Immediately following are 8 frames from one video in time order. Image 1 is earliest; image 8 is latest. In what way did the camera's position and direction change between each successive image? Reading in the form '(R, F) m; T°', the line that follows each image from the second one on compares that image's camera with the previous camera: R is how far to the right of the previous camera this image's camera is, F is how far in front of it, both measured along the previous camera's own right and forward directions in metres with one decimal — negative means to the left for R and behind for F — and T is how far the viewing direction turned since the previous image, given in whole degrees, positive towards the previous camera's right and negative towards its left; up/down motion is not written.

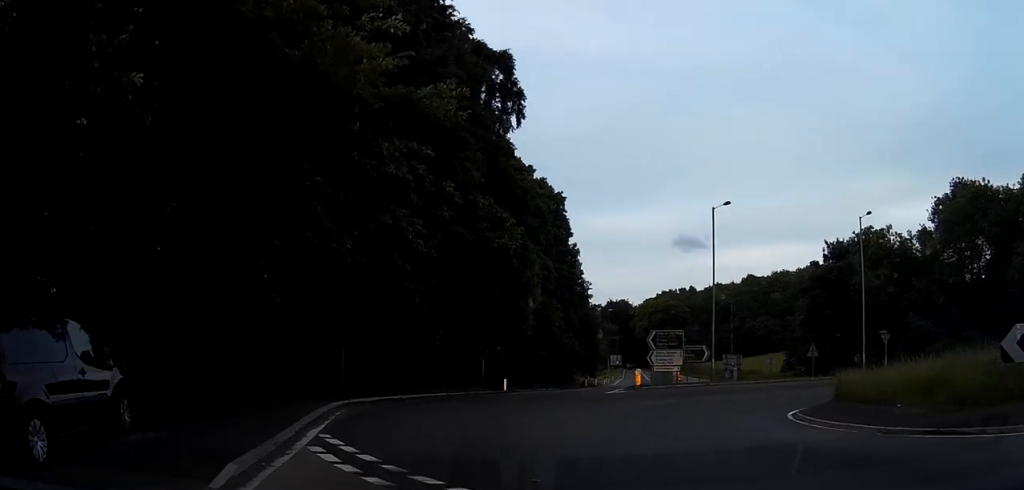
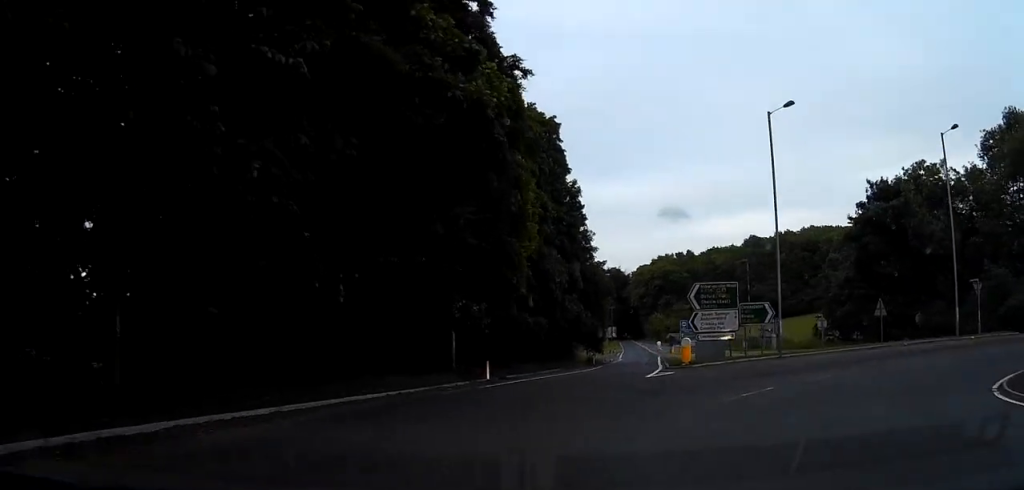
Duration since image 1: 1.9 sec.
(+0.5, +13.8) m; +8°
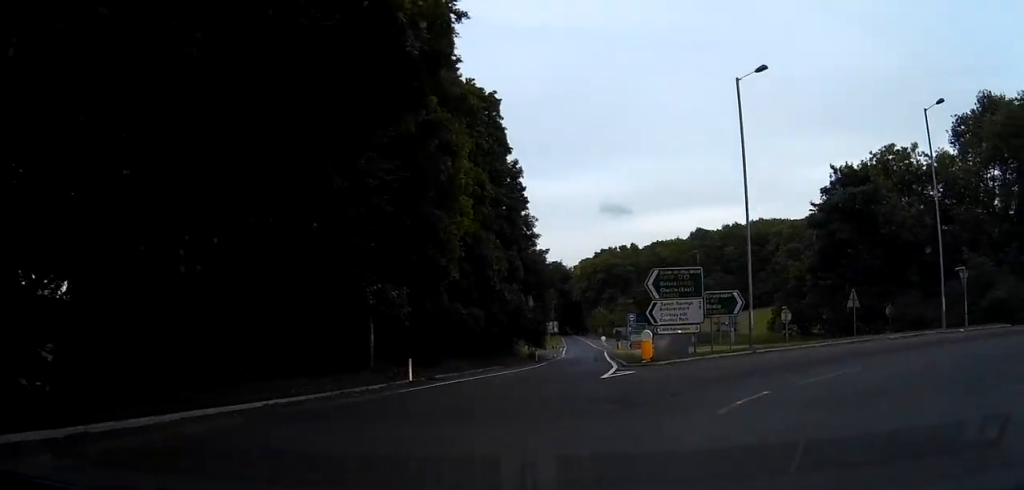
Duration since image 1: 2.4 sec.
(+0.2, +4.3) m; +5°
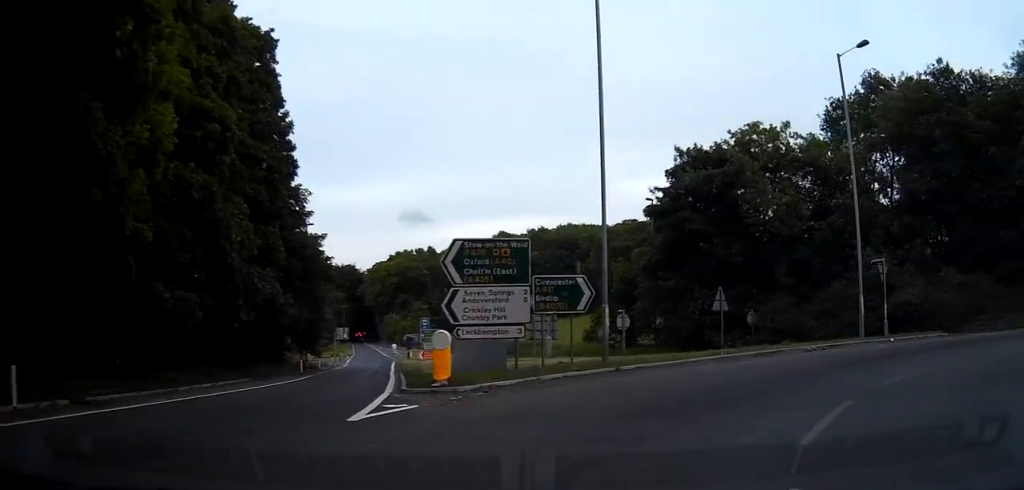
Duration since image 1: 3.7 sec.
(+1.3, +10.8) m; +14°
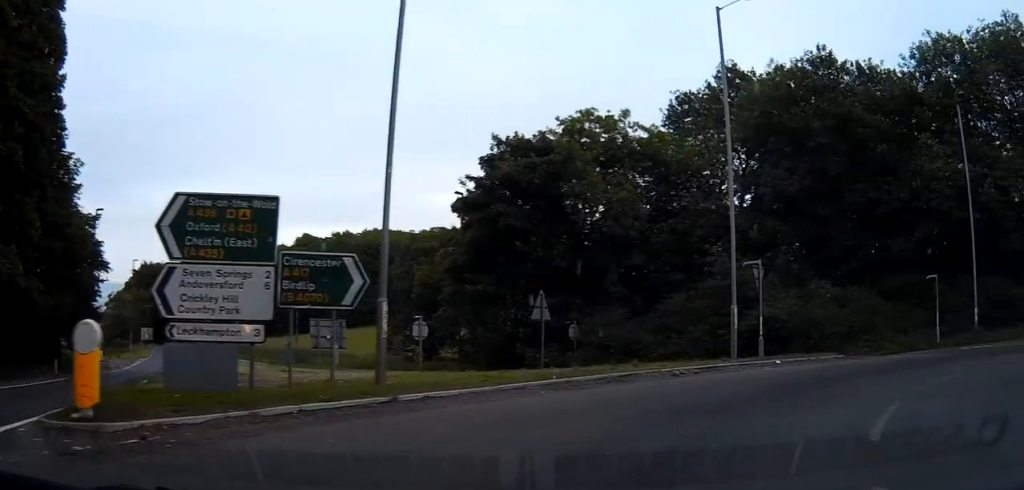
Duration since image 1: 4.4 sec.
(+0.4, +6.8) m; +11°
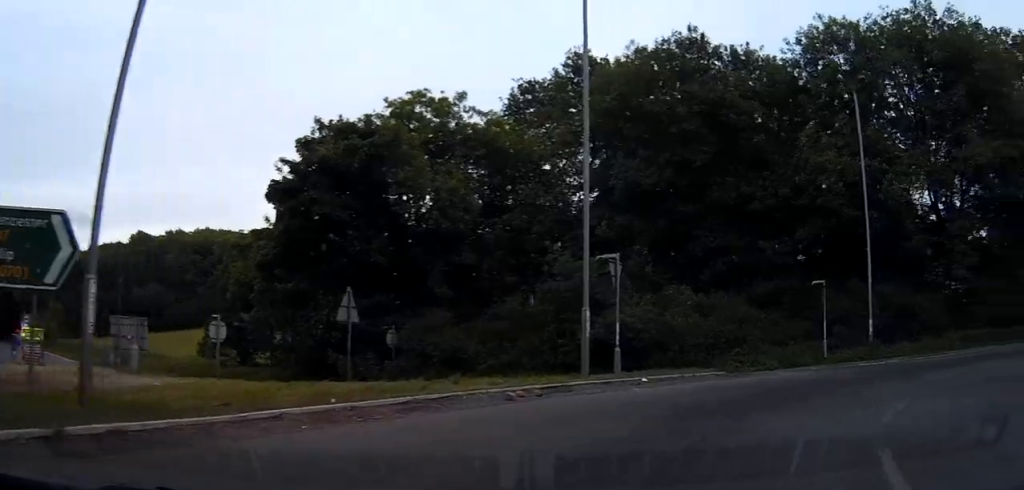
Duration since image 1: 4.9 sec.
(+0.1, +5.1) m; +11°
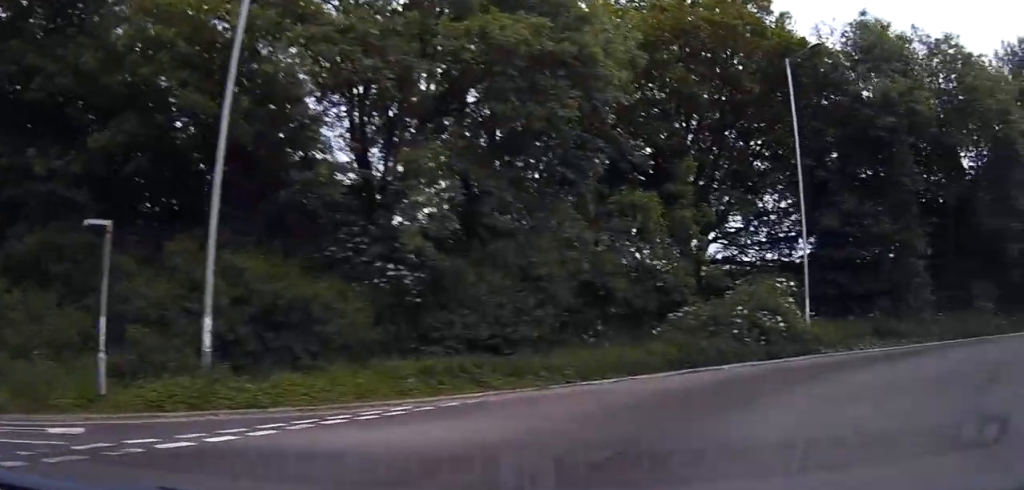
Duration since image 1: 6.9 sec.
(+7.7, +16.5) m; +49°
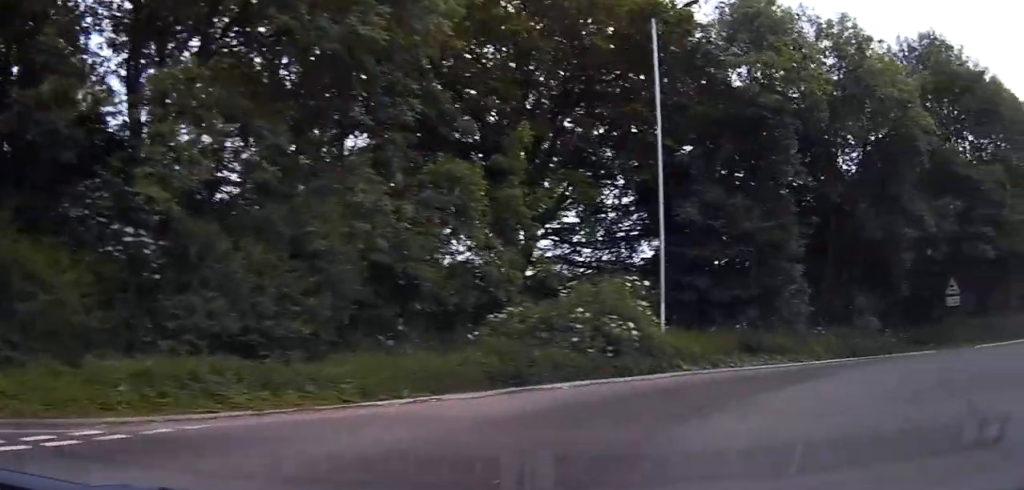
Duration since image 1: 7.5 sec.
(+0.8, +5.2) m; +13°
